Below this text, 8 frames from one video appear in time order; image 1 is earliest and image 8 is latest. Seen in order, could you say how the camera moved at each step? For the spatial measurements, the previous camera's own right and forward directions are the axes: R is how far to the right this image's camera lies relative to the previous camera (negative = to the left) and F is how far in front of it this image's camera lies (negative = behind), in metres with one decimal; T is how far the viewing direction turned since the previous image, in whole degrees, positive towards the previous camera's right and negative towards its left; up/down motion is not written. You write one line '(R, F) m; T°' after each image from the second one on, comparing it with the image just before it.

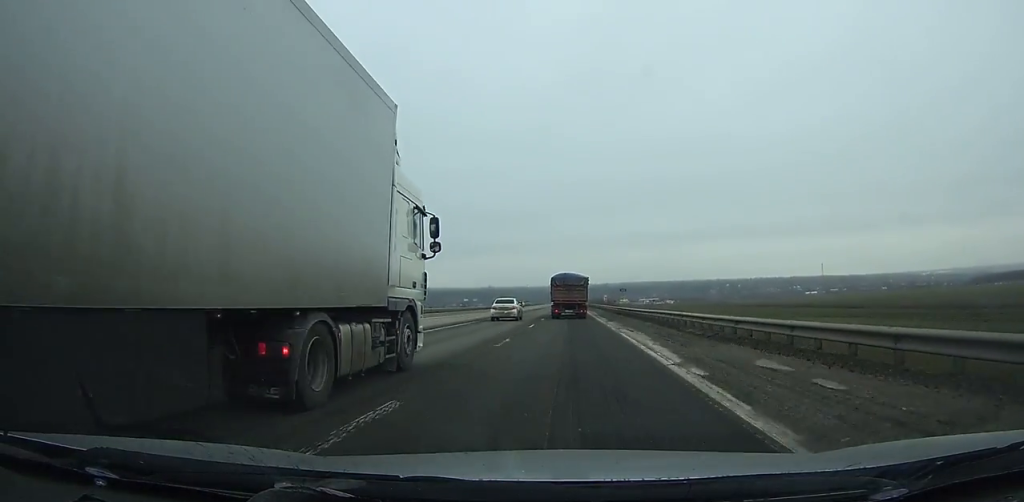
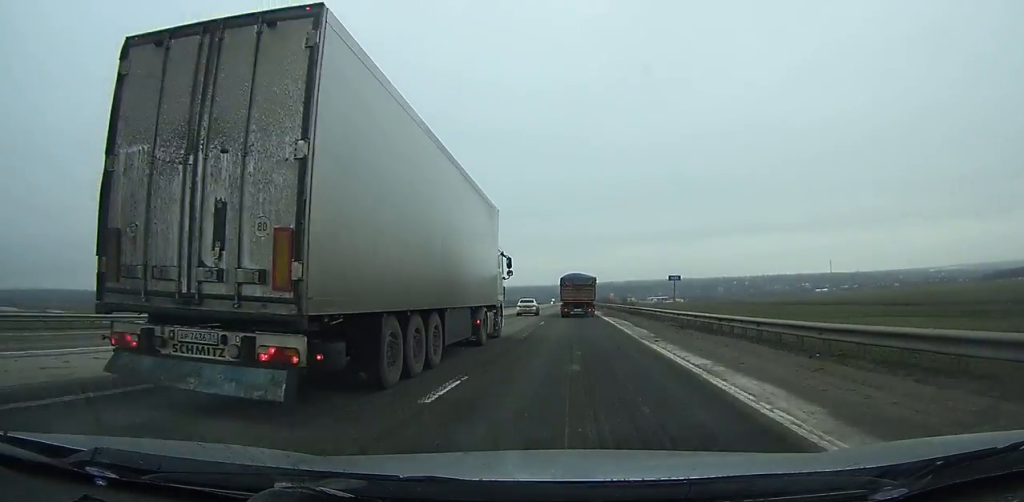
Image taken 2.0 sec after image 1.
(0.0, +33.4) m; 0°
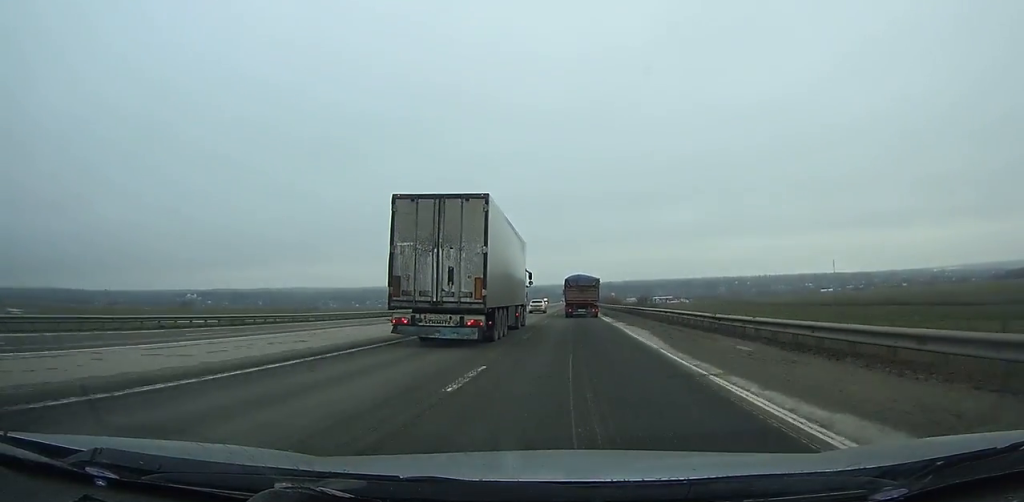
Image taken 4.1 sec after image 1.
(+0.1, +35.3) m; 0°
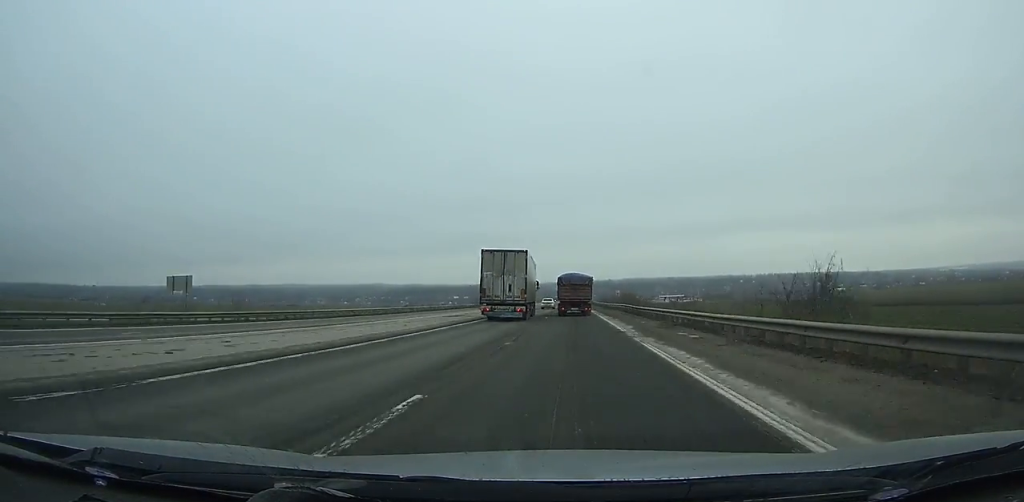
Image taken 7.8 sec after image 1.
(0.0, +63.0) m; 0°
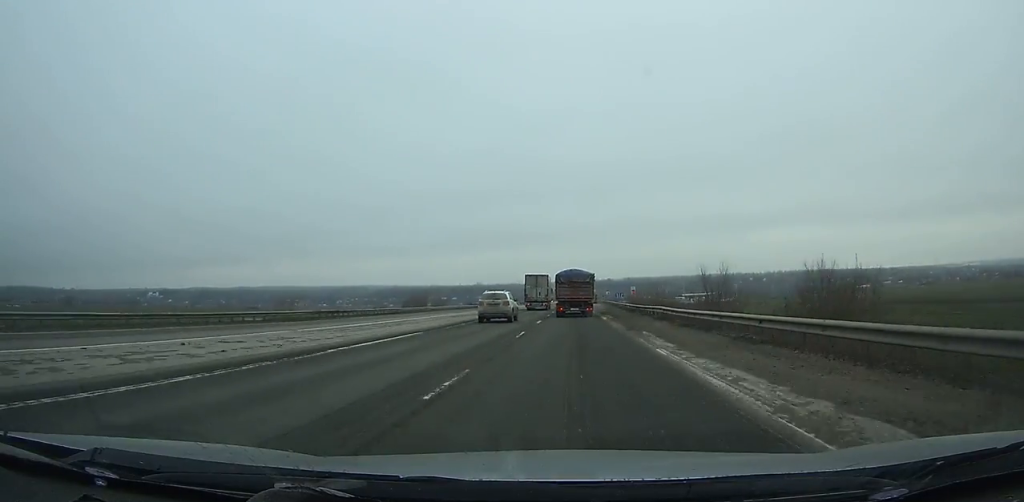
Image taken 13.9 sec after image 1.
(+0.1, +102.5) m; 0°
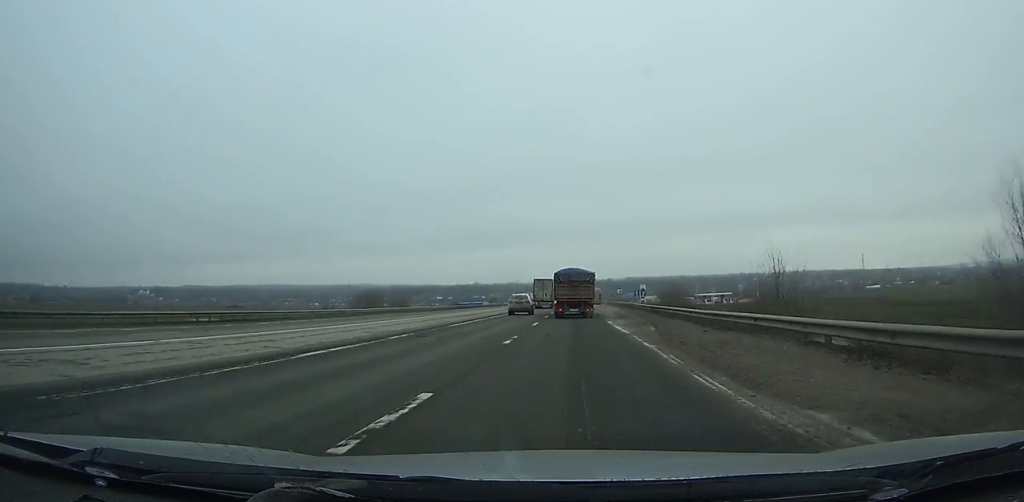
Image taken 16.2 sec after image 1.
(+0.1, +37.7) m; 0°
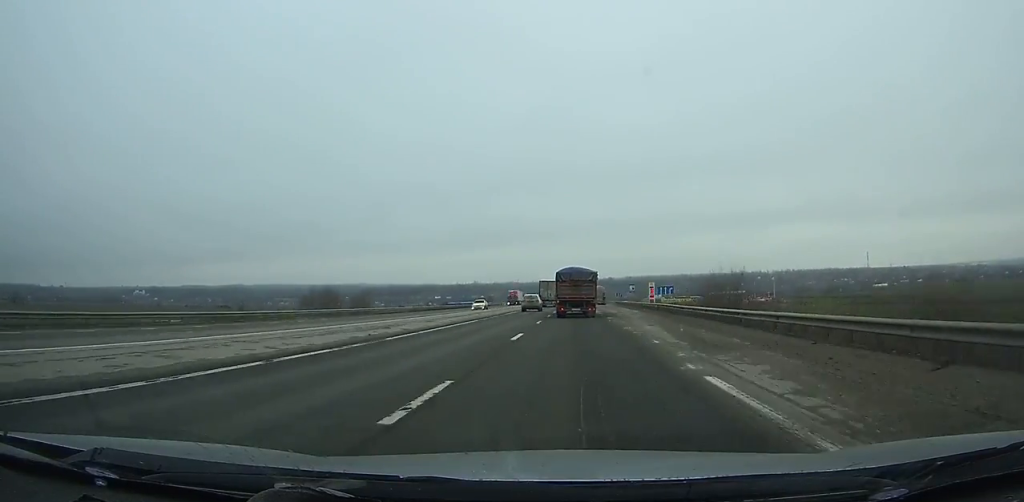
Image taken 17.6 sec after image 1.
(0.0, +22.7) m; 0°
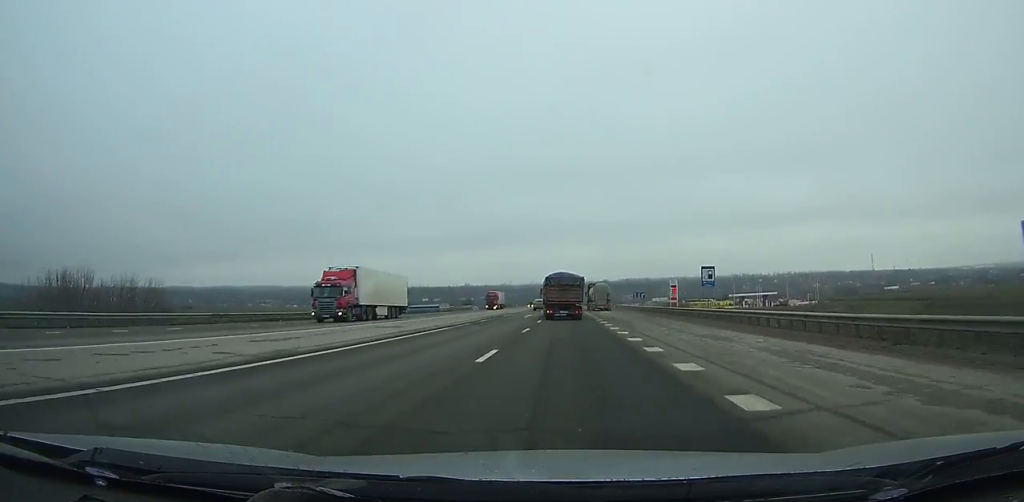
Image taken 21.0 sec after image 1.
(0.0, +54.9) m; 0°
